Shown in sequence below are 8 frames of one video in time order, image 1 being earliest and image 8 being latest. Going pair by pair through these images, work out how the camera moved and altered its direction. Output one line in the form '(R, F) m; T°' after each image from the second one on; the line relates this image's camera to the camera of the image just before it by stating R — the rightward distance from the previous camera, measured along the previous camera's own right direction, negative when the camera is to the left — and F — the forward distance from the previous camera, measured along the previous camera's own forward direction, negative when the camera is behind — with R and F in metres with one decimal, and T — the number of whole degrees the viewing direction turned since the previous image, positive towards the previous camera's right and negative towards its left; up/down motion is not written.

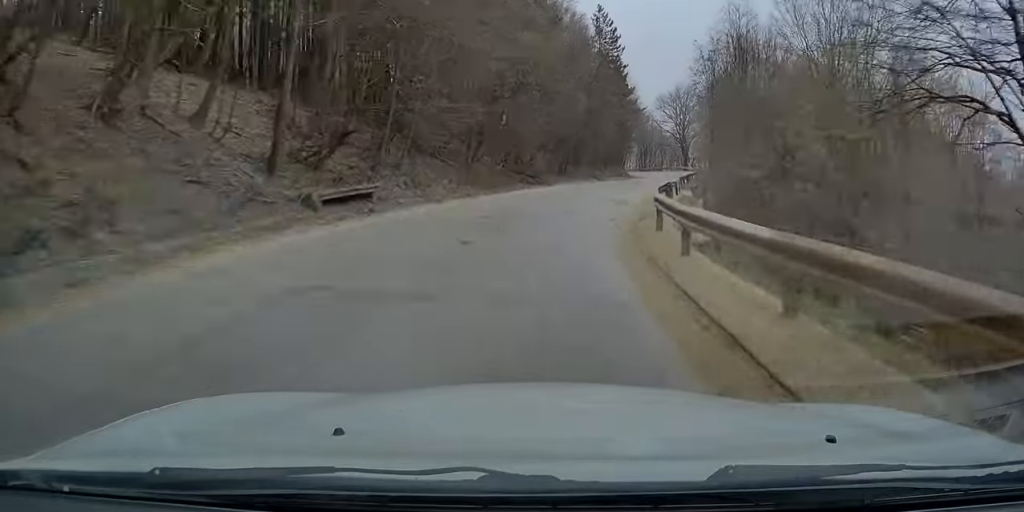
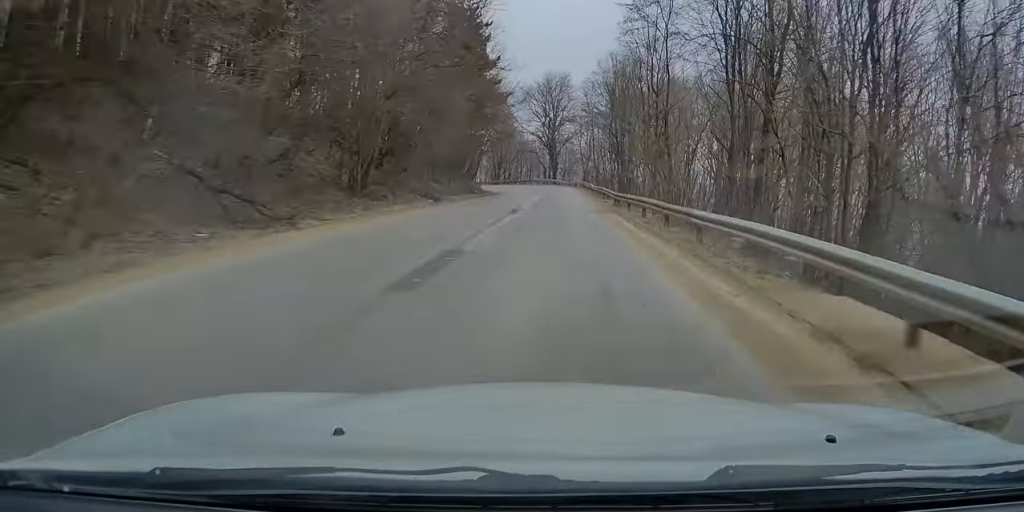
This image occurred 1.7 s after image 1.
(+2.6, +27.2) m; +11°
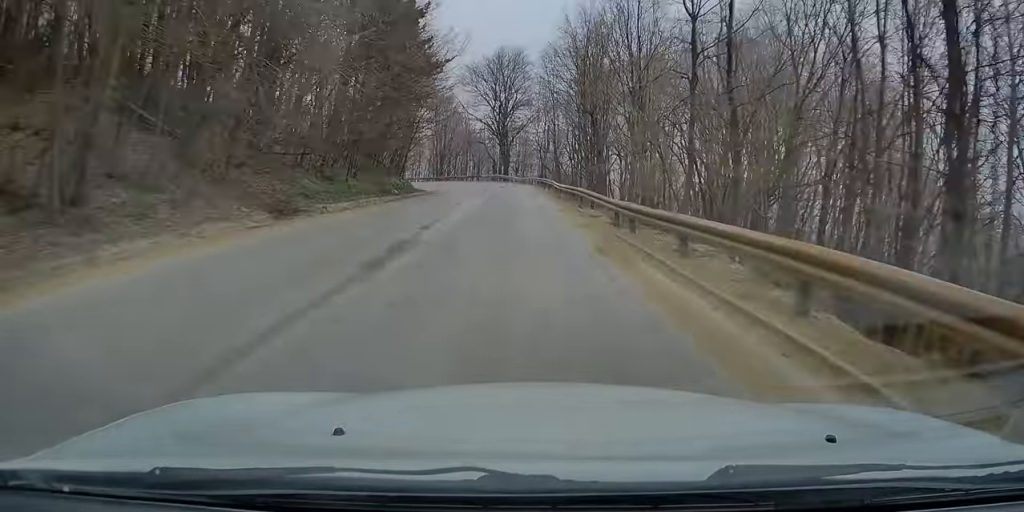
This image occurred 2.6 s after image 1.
(+0.4, +14.6) m; +3°
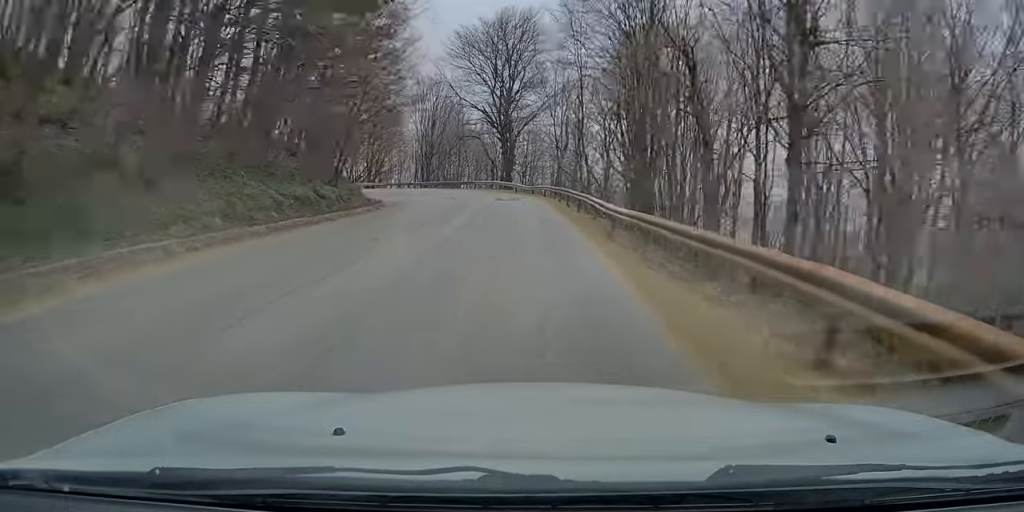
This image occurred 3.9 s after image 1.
(+0.5, +19.5) m; +2°
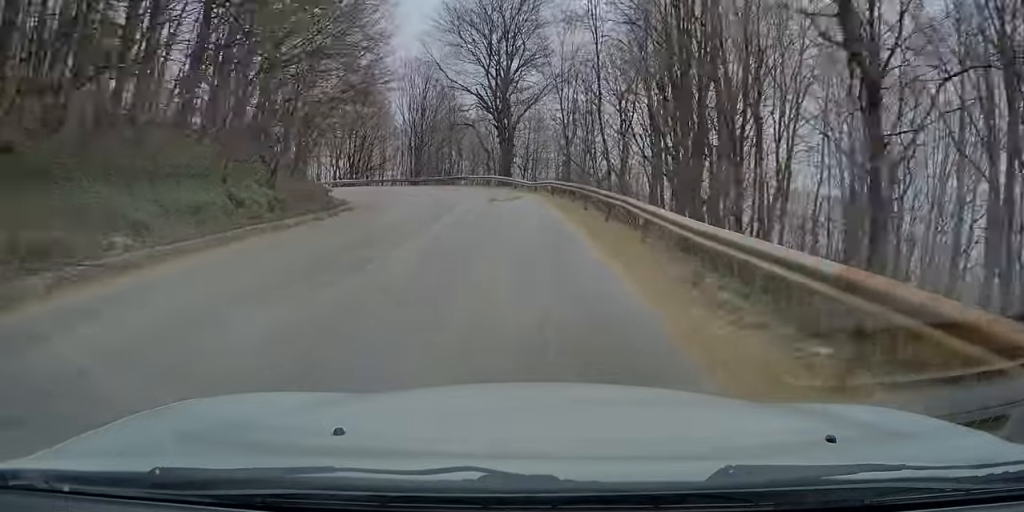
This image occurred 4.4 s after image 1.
(+0.1, +7.8) m; 0°
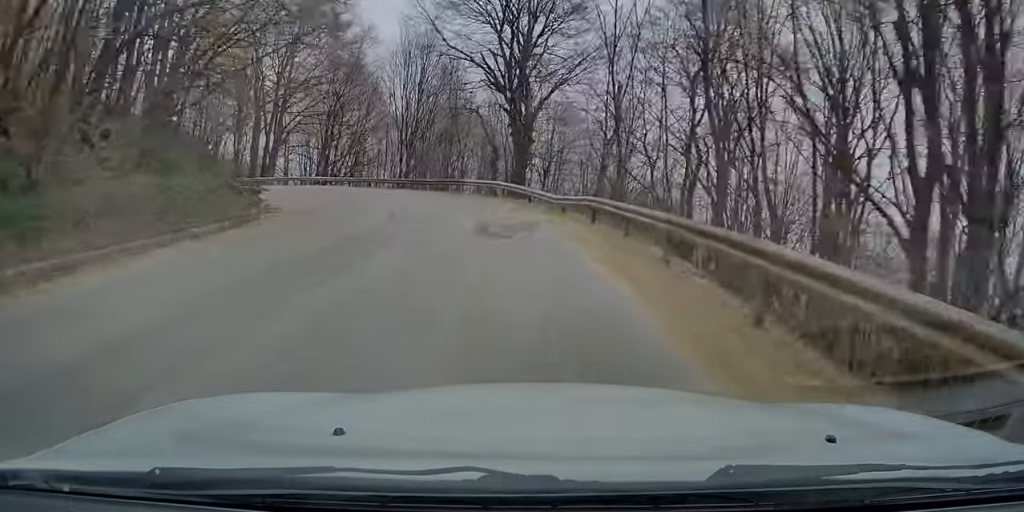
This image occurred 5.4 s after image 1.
(-0.2, +12.9) m; +2°
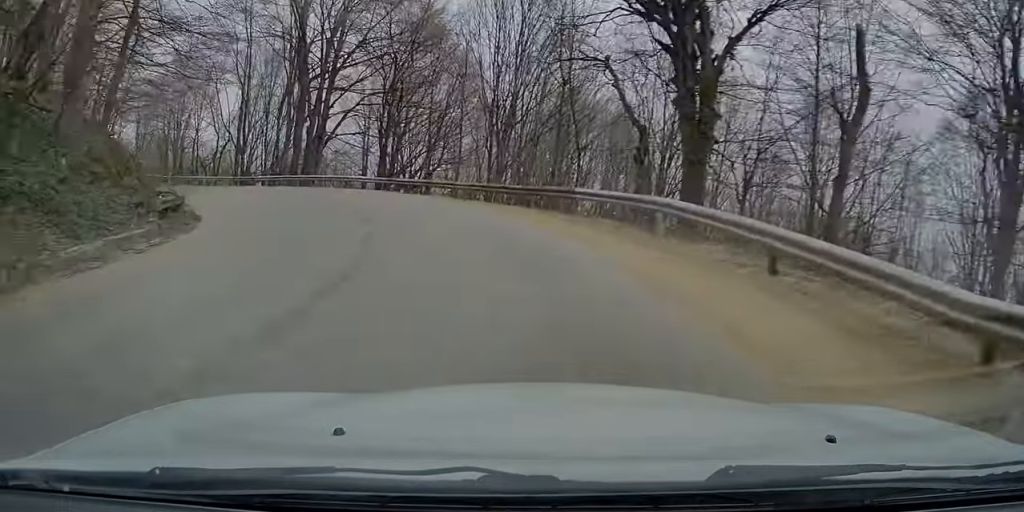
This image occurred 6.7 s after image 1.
(+0.3, +14.5) m; -9°
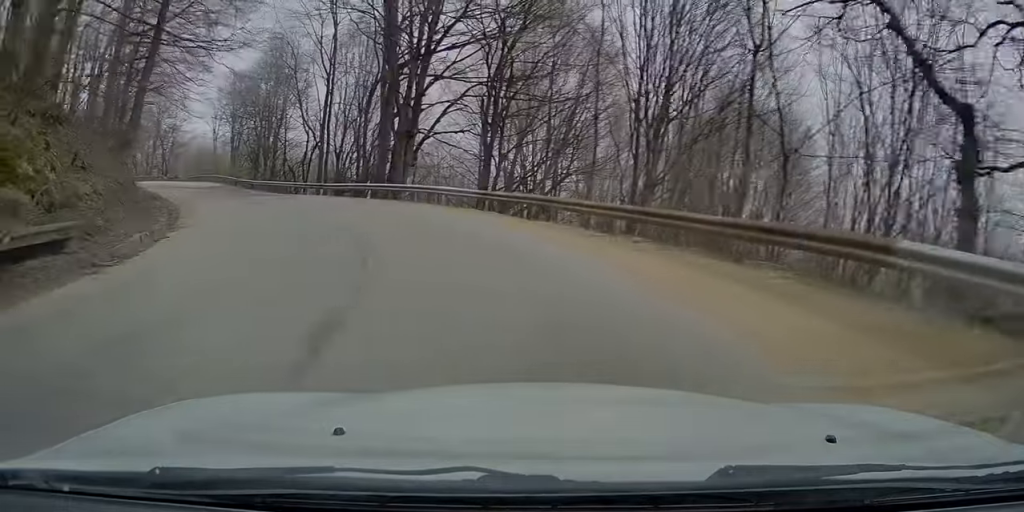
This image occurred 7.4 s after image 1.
(-1.5, +8.6) m; -13°
